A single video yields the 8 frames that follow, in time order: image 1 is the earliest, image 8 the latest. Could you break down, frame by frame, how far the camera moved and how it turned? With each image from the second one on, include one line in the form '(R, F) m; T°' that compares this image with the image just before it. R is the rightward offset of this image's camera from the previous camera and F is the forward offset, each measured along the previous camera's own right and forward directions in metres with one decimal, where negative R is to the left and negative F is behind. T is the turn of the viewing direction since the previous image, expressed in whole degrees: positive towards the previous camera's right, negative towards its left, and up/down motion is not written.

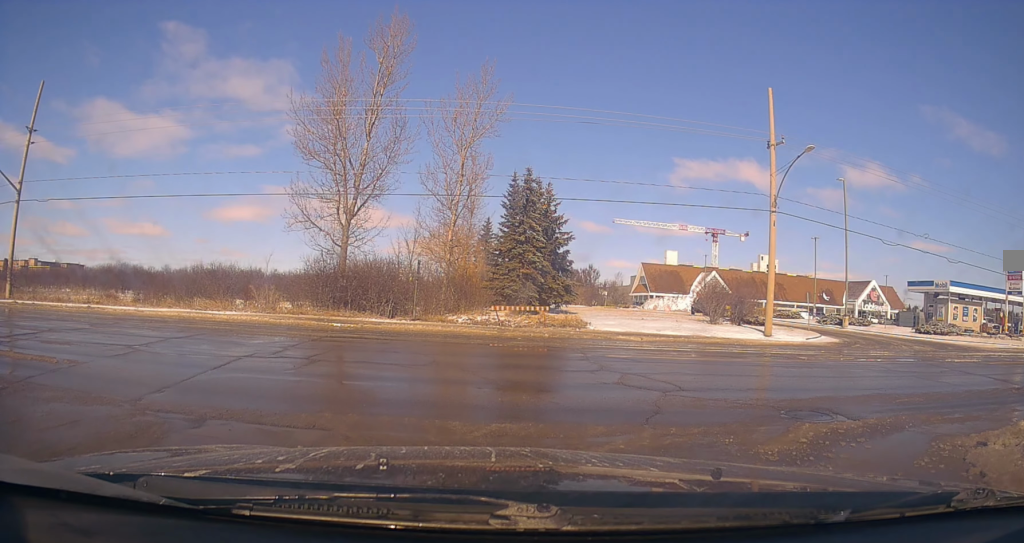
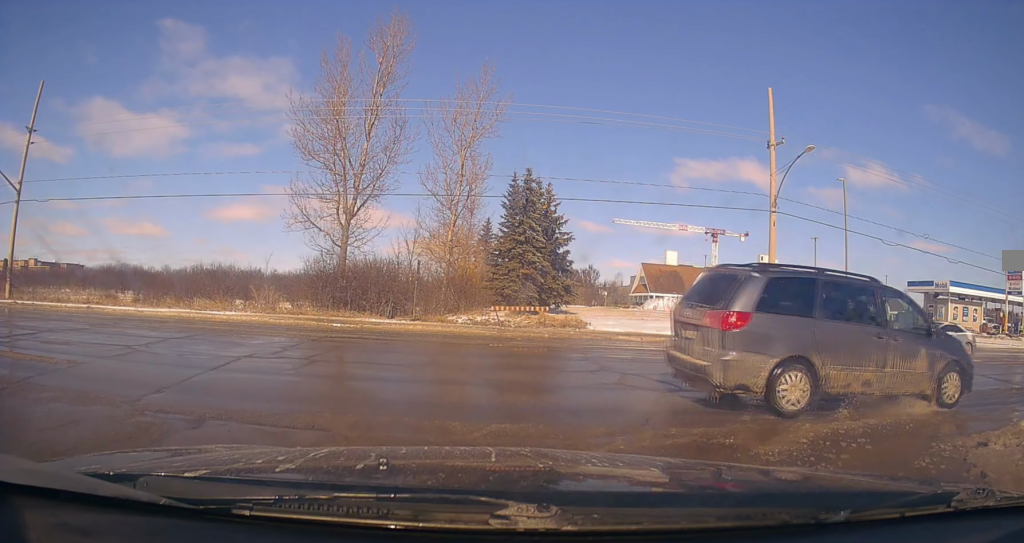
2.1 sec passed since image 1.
(0.0, 0.0) m; 0°
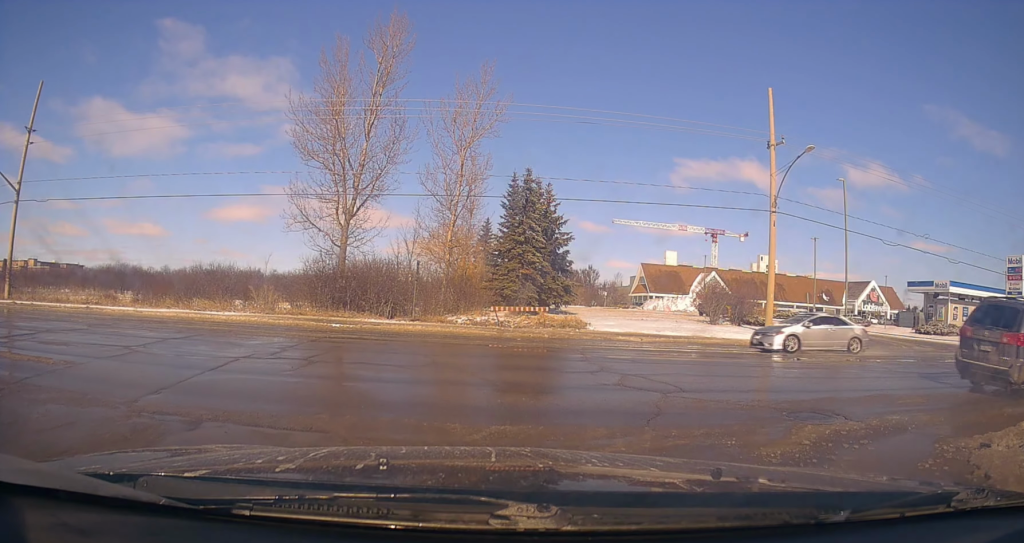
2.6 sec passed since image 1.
(0.0, 0.0) m; 0°
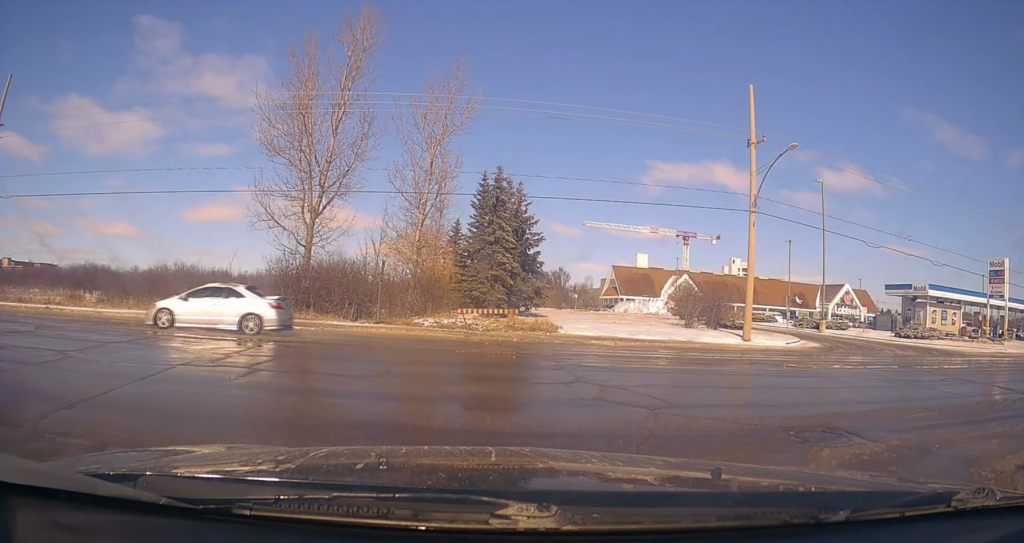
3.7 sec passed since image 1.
(0.0, 0.0) m; 0°
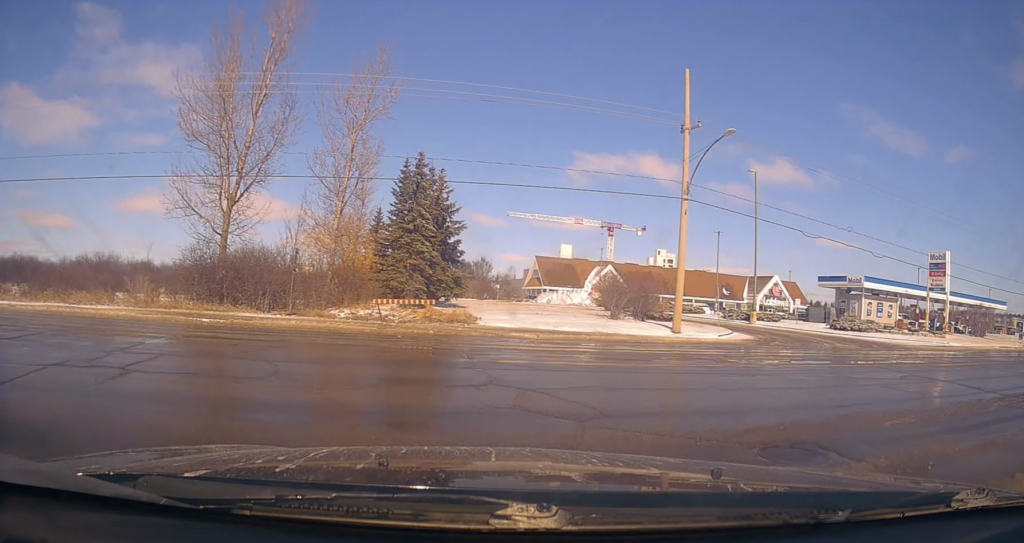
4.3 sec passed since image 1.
(-0.2, +1.0) m; 0°
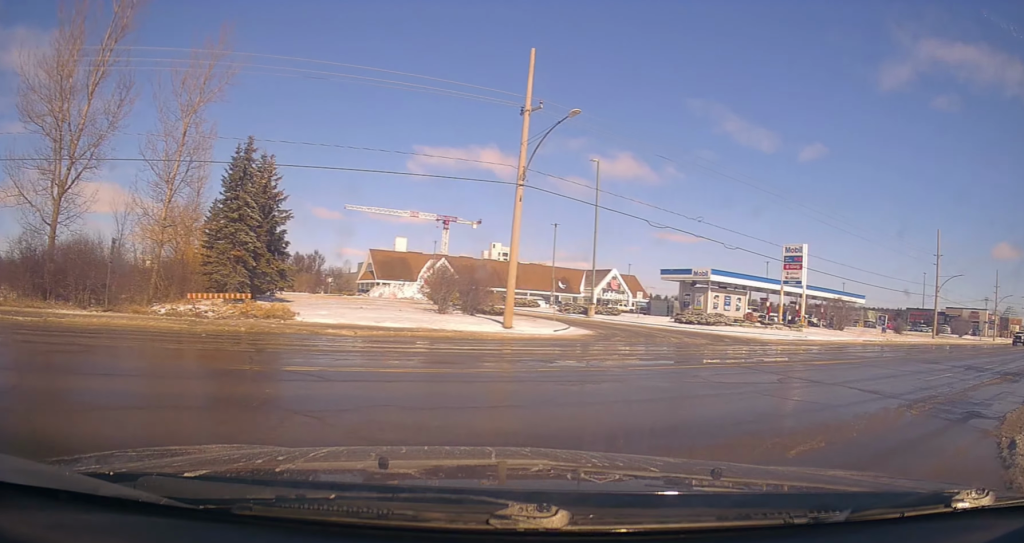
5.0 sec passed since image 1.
(0.0, +1.8) m; +12°
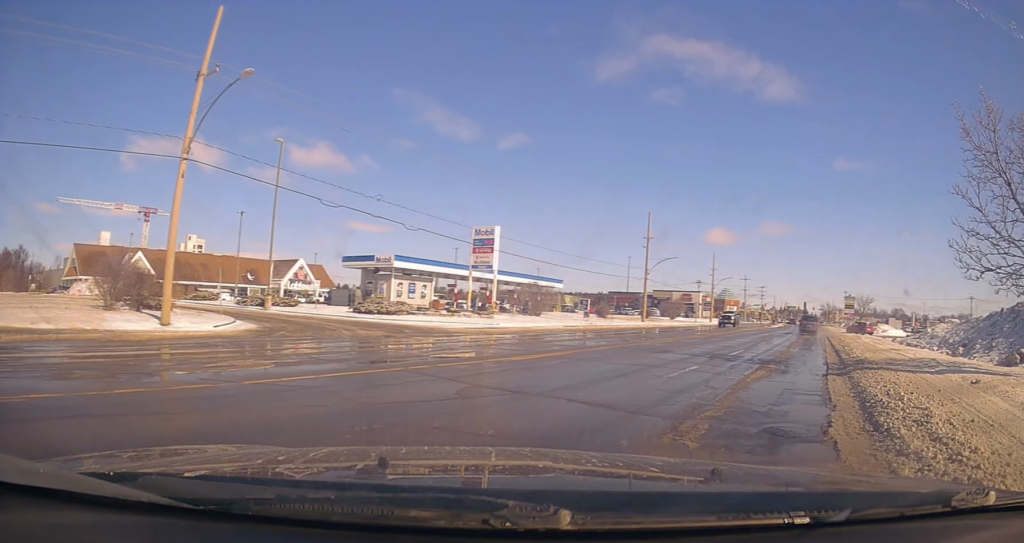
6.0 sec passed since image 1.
(+0.9, +3.3) m; +25°
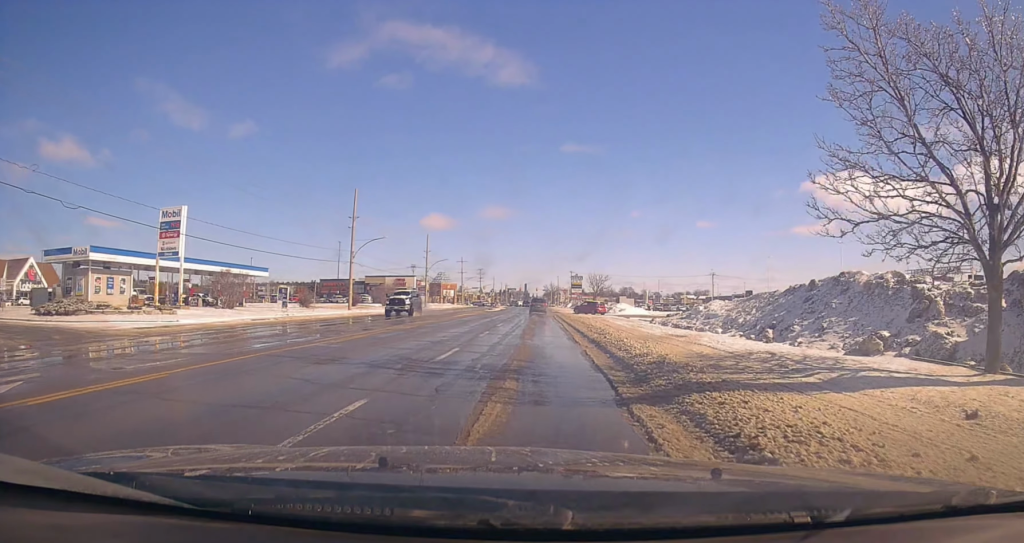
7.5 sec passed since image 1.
(+1.1, +6.8) m; +15°
